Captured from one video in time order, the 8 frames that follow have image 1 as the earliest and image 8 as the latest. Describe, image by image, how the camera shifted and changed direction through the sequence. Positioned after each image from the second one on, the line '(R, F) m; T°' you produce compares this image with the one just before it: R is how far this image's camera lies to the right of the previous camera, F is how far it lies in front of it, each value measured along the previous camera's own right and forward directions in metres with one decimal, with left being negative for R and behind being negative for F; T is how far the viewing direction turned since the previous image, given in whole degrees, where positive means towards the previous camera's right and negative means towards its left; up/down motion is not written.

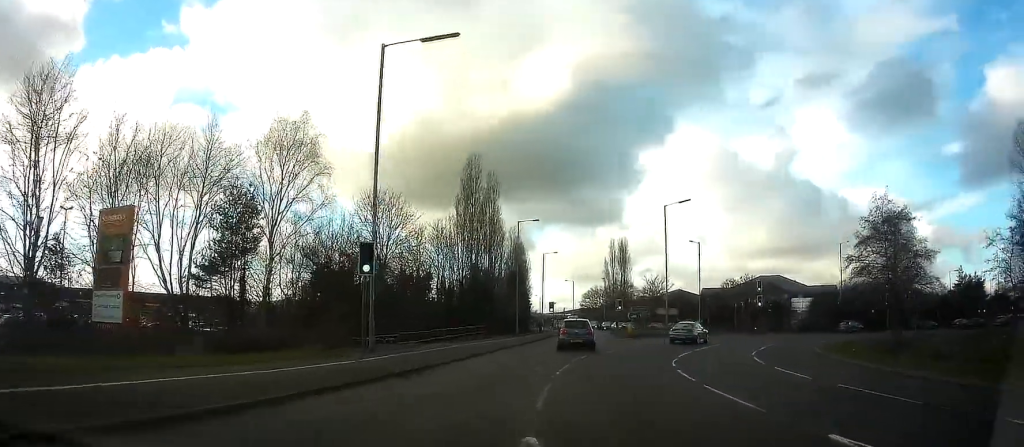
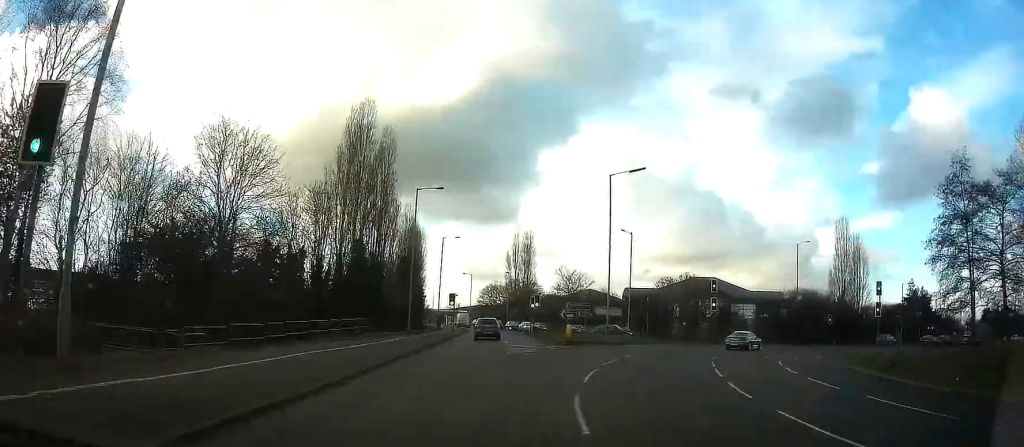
(+1.1, +13.0) m; +9°
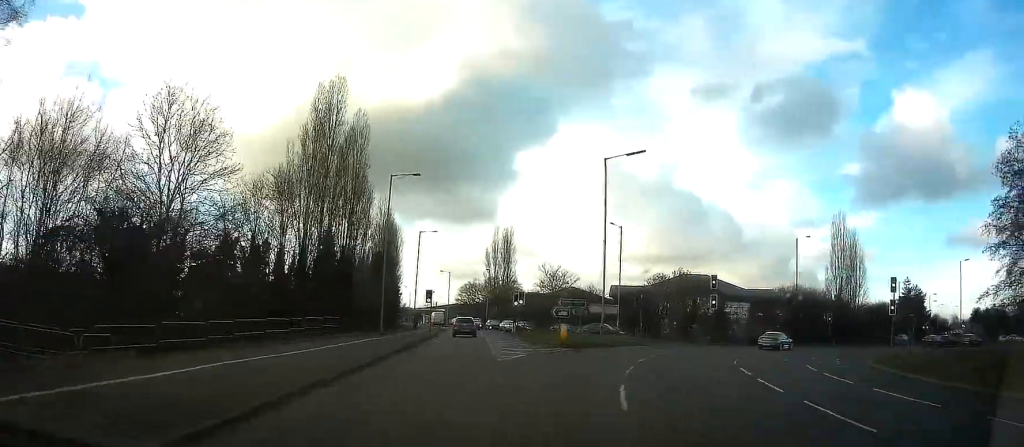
(-0.2, +4.2) m; +3°
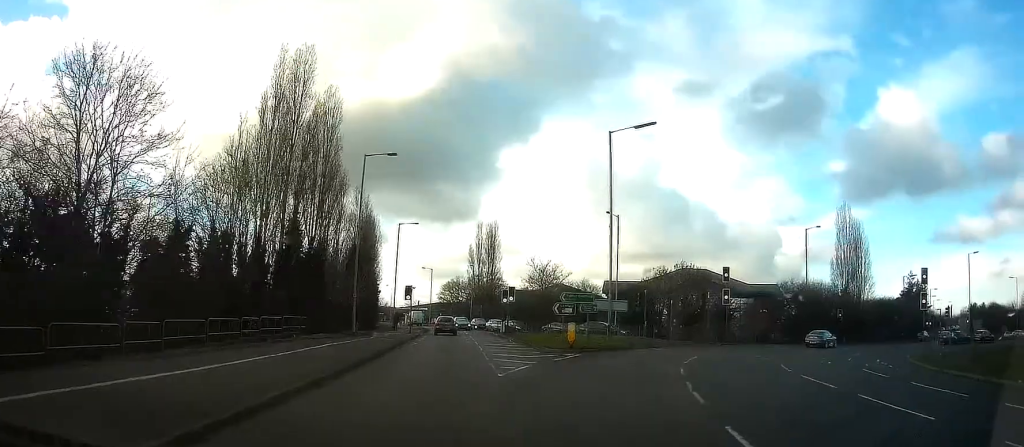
(+0.4, +5.0) m; +3°
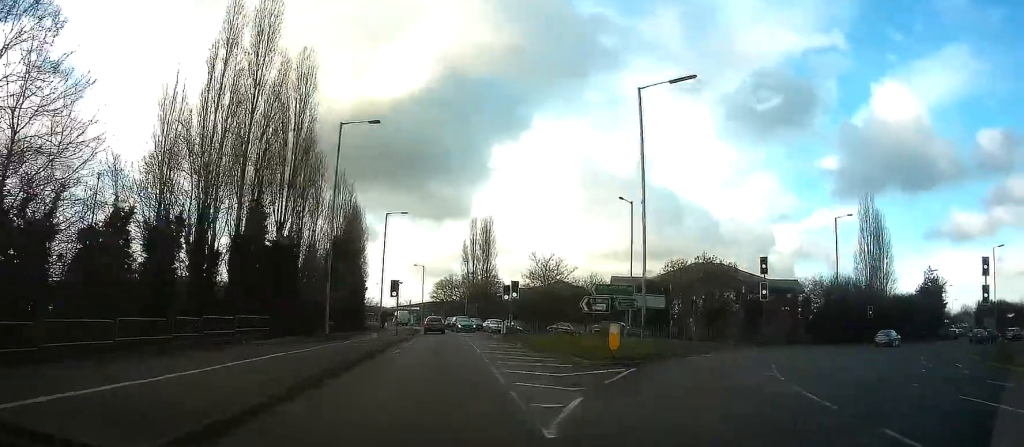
(+0.6, +6.4) m; +3°
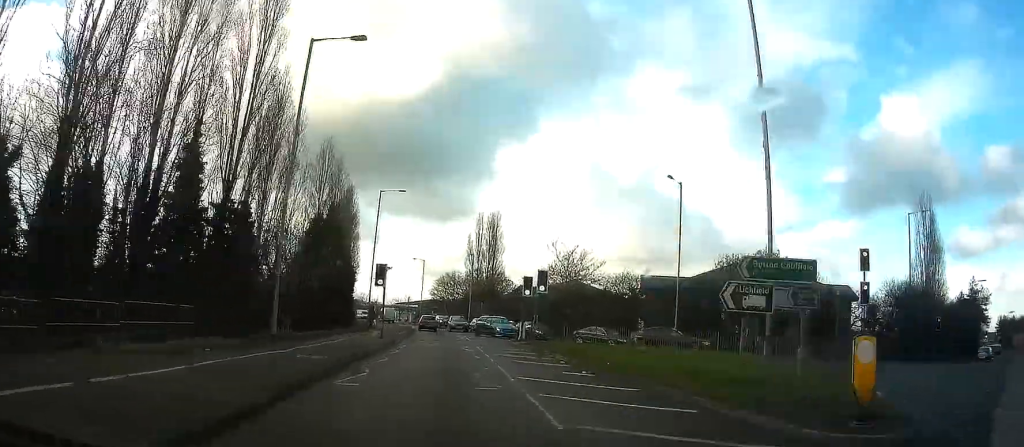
(-0.4, +10.8) m; +2°
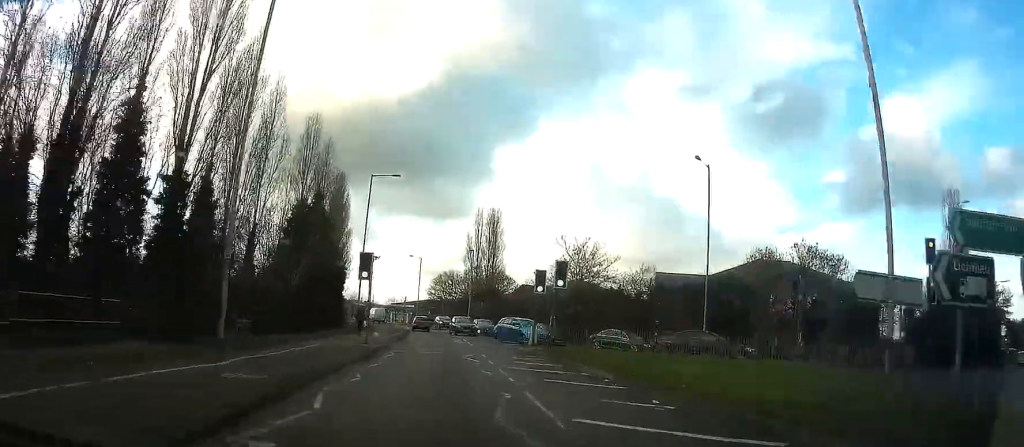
(+0.4, +5.4) m; +2°
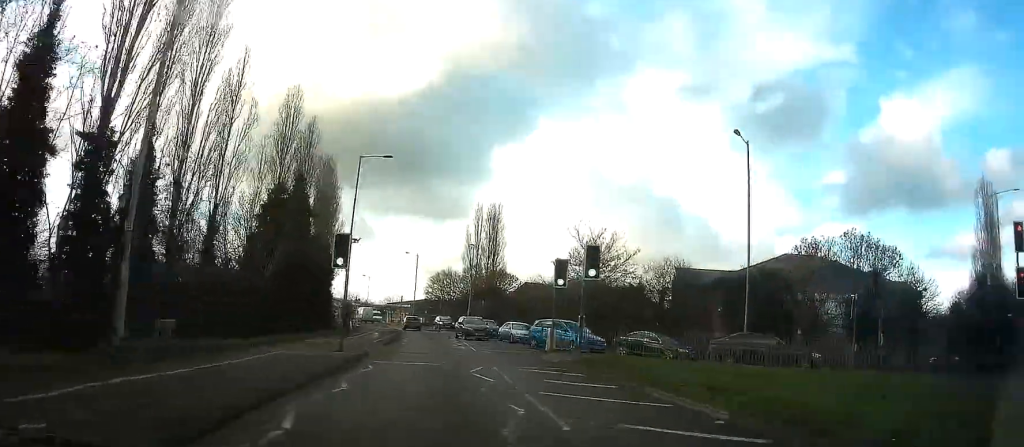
(+0.2, +5.8) m; +2°
